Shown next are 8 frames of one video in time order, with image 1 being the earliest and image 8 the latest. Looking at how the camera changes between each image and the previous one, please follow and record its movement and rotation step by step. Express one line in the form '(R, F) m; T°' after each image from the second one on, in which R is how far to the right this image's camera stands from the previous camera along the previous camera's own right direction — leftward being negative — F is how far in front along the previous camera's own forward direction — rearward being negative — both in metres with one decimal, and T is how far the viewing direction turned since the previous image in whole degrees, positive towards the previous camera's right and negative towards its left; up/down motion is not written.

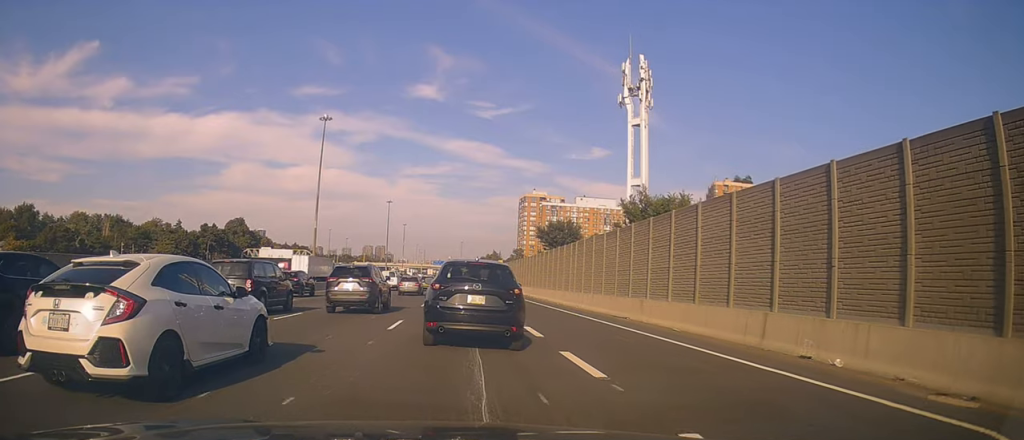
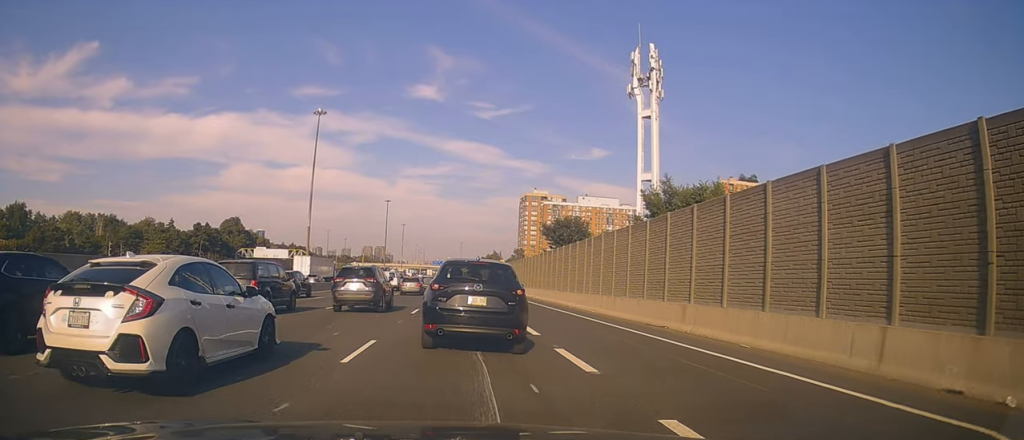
(+0.3, +5.3) m; -1°
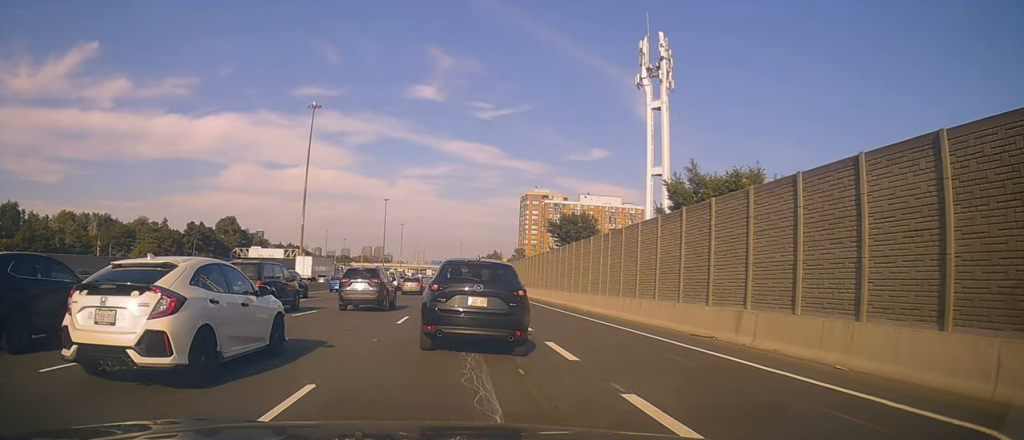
(-0.3, +4.8) m; -3°
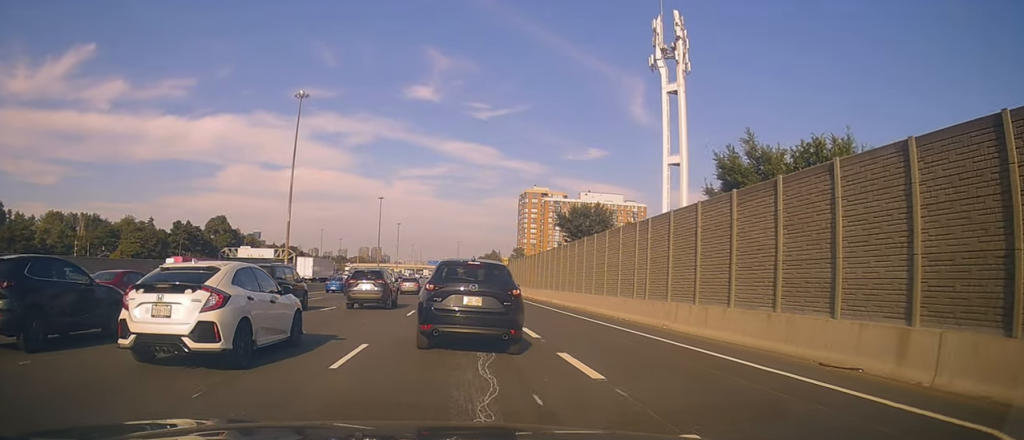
(-0.1, +8.3) m; +2°
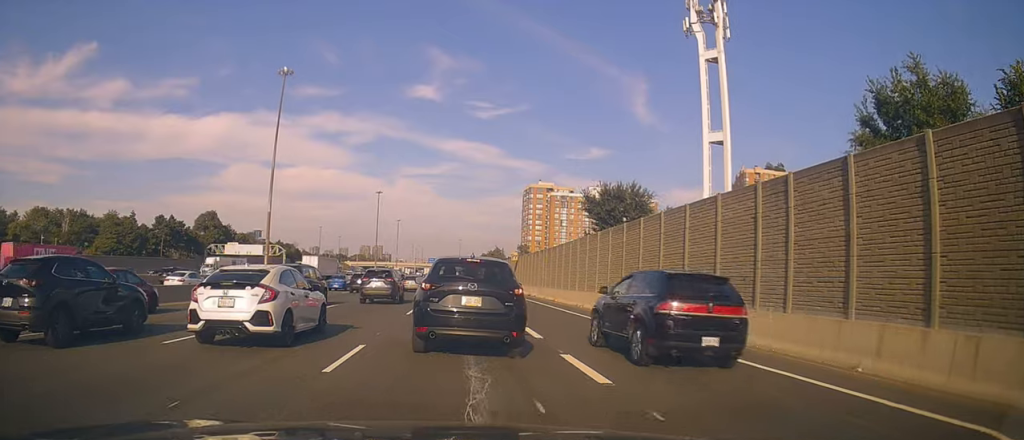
(+0.3, +12.8) m; +2°
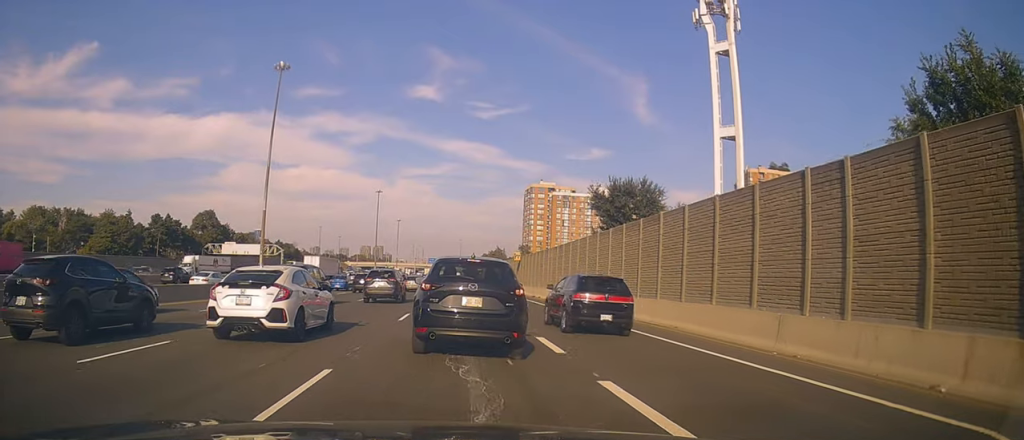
(0.0, +3.0) m; +1°
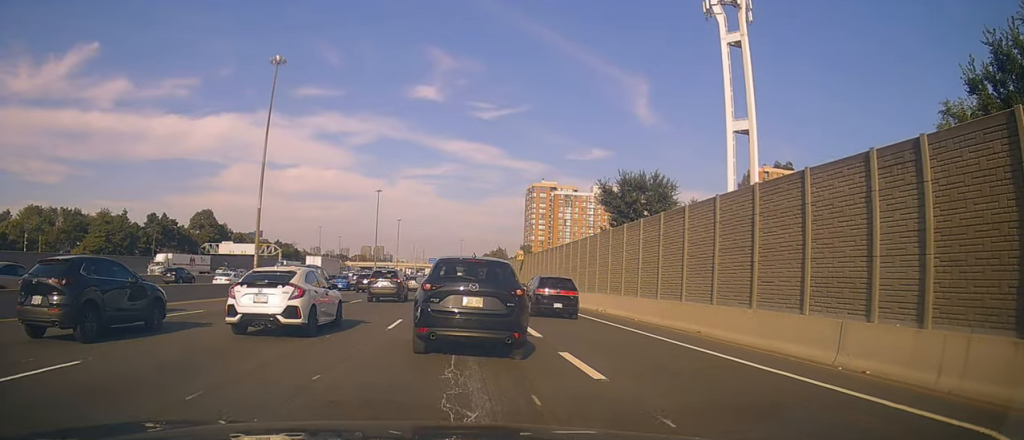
(0.0, +3.2) m; +1°
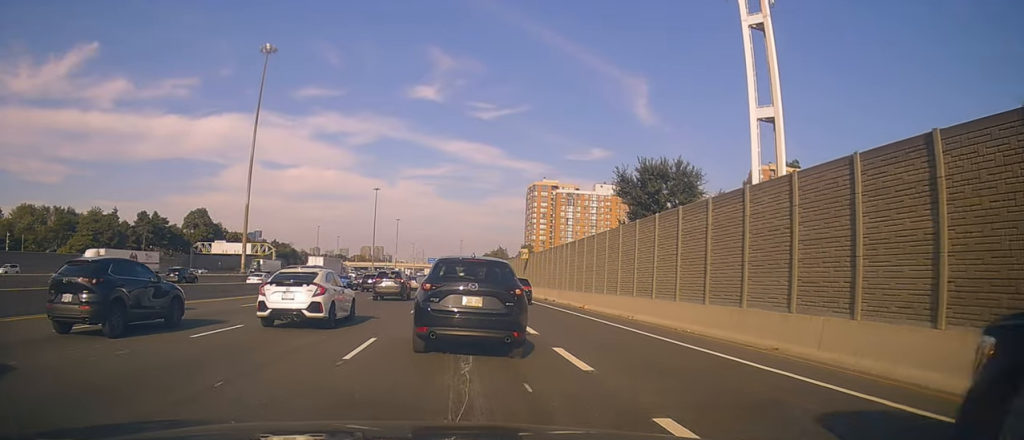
(+0.2, +5.7) m; -2°
